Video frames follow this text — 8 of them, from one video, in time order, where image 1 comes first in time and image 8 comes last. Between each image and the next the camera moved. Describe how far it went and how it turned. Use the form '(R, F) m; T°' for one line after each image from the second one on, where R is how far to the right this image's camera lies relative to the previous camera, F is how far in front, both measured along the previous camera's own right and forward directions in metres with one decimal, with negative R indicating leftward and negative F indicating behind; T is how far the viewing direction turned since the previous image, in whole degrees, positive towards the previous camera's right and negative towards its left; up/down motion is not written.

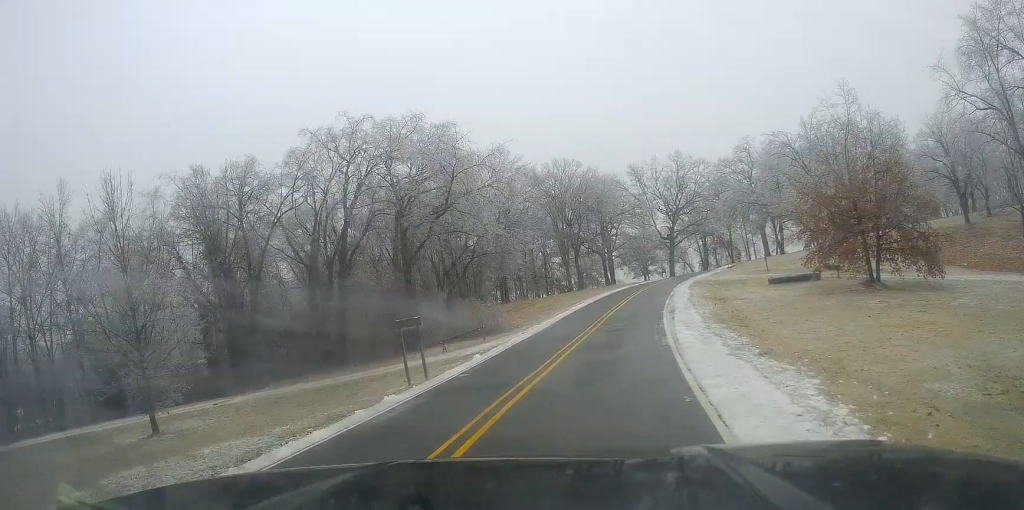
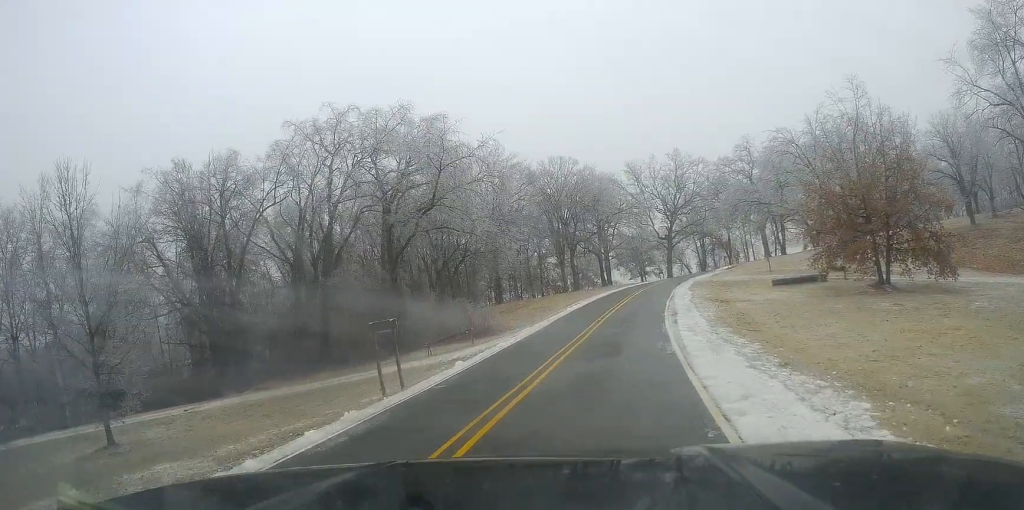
(0.0, +2.6) m; +1°
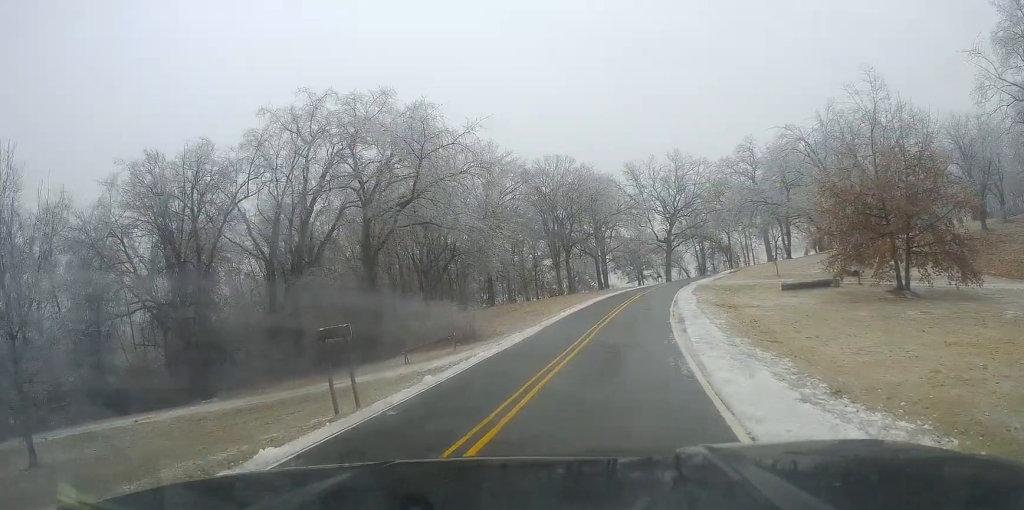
(+0.1, +3.9) m; +1°
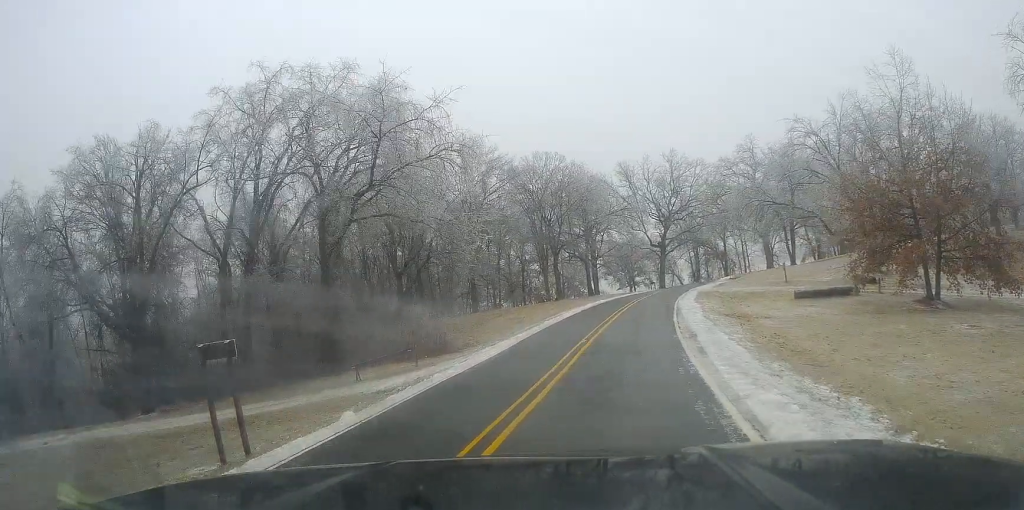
(+0.1, +5.5) m; +2°
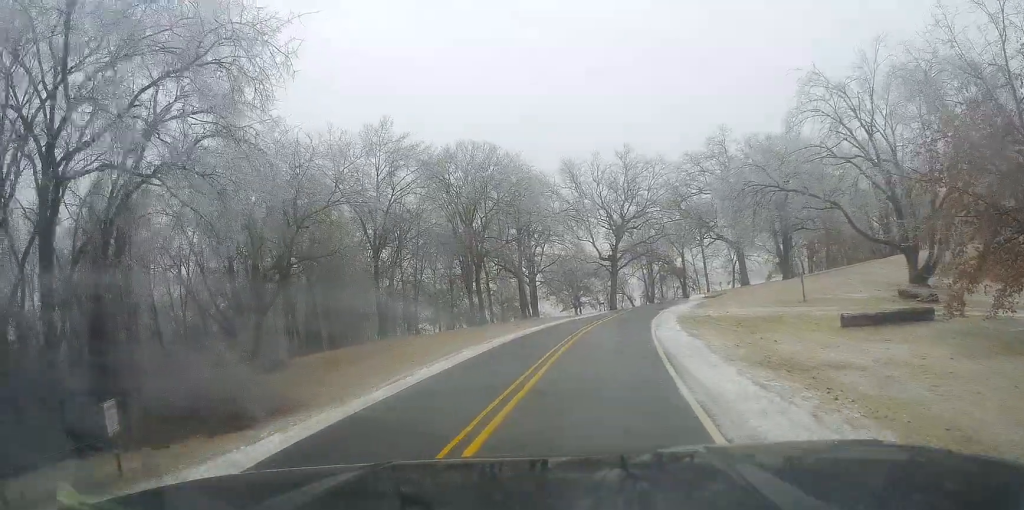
(+2.2, +16.8) m; +13°
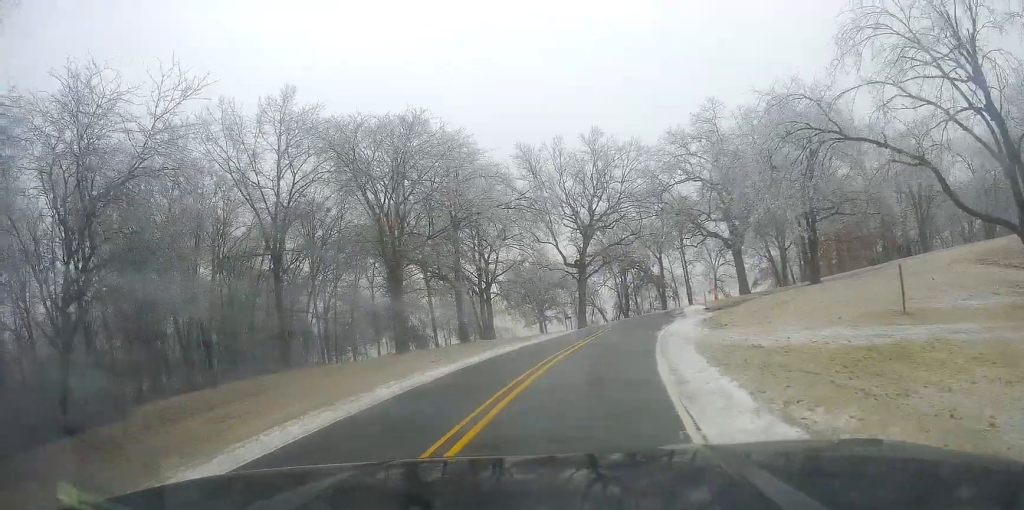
(-0.6, +15.2) m; -3°
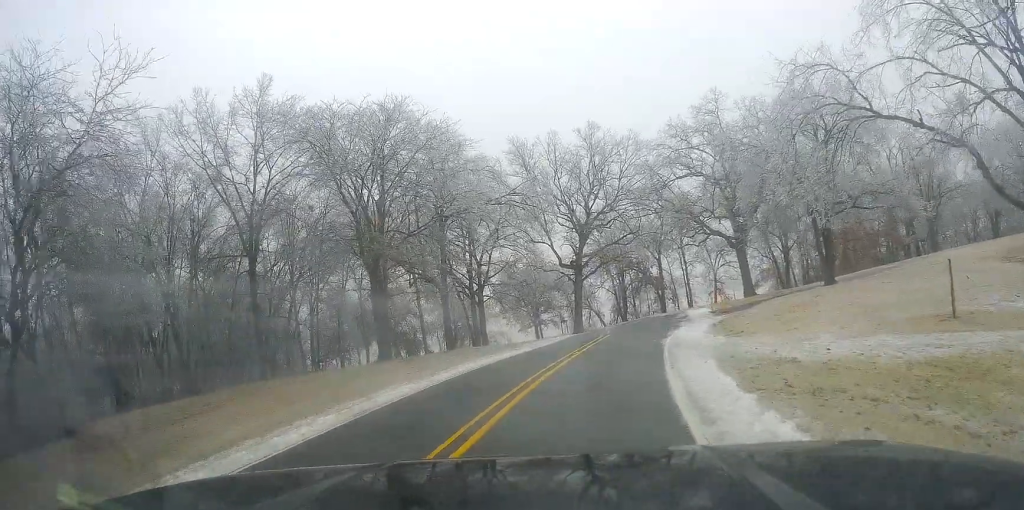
(+0.2, +3.3) m; +1°
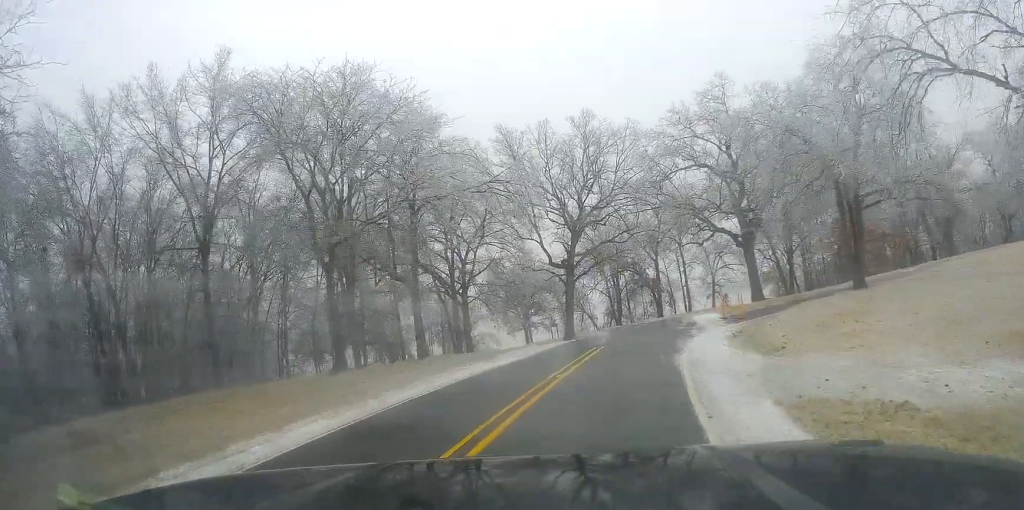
(0.0, +5.4) m; +2°
